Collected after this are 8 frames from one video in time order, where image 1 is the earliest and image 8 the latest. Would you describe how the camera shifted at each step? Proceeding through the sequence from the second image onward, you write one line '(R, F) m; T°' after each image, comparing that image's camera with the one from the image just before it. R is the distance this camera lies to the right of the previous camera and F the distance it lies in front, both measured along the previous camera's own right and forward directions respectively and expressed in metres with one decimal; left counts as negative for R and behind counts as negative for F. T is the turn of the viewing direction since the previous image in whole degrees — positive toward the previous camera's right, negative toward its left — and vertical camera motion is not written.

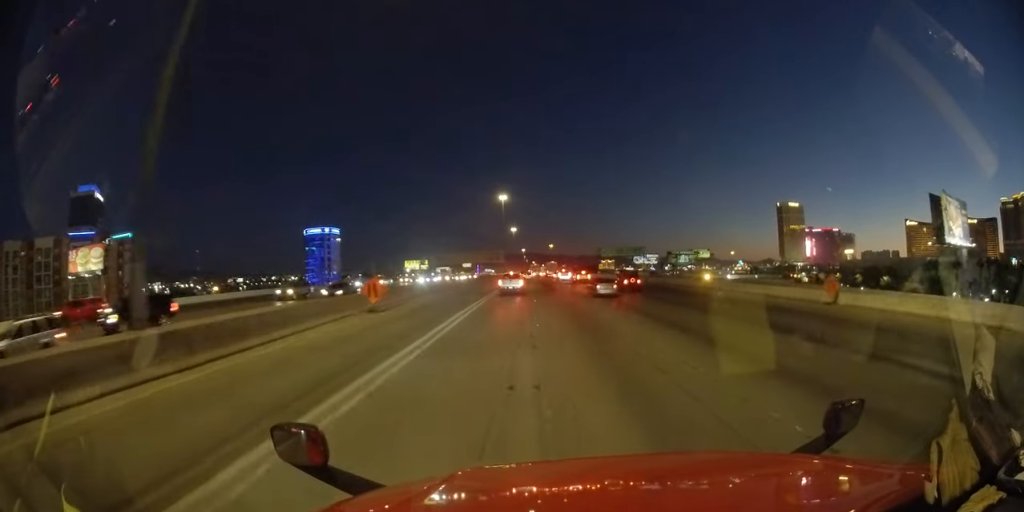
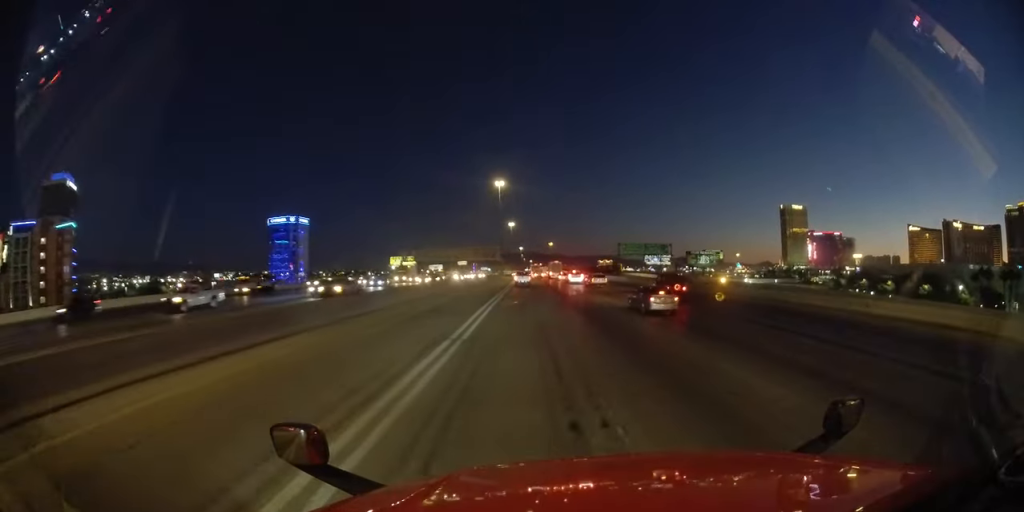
(+0.2, +24.7) m; +1°
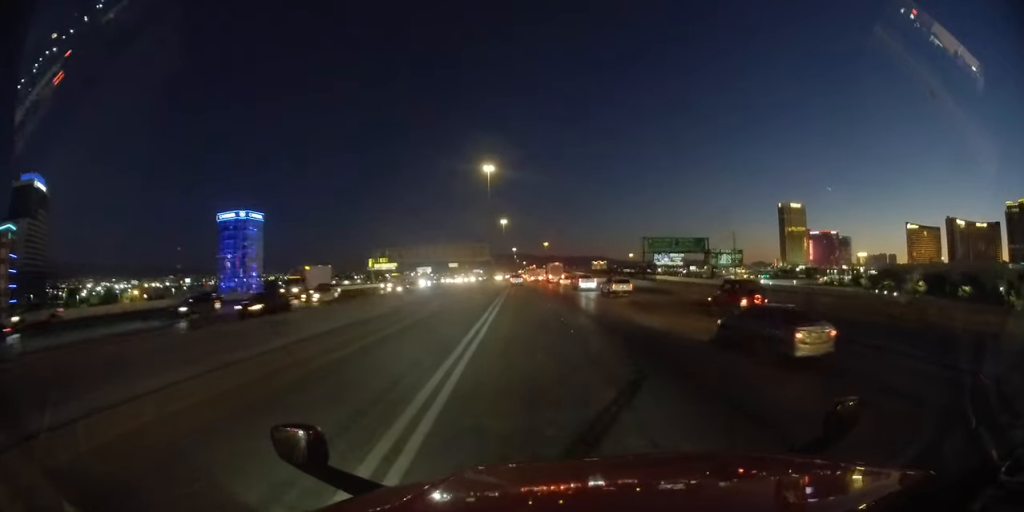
(0.0, +24.4) m; 0°
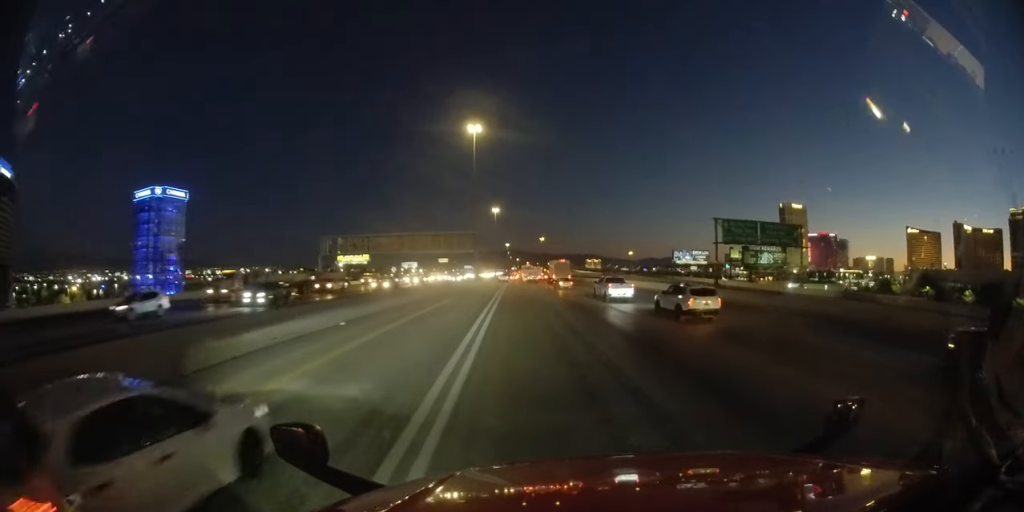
(+0.1, +31.1) m; 0°
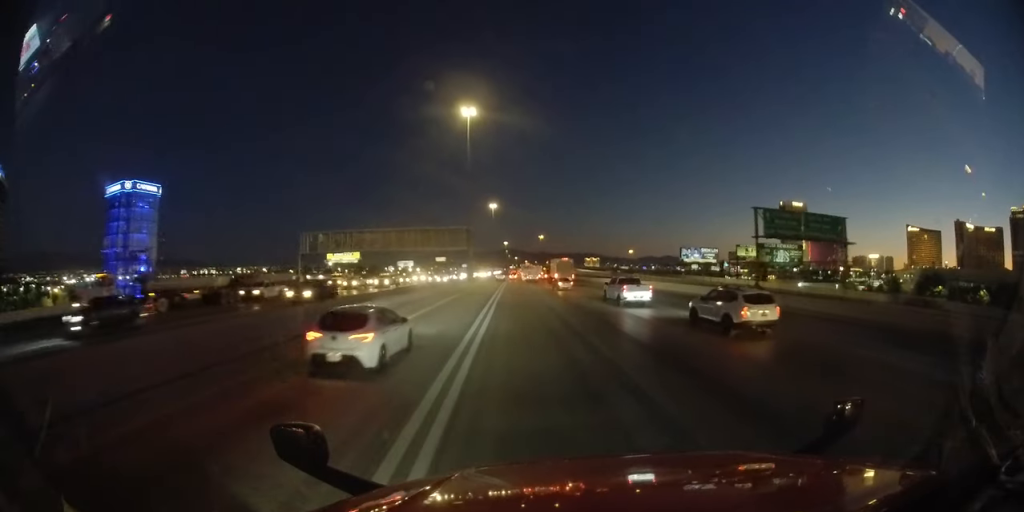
(0.0, +9.0) m; 0°
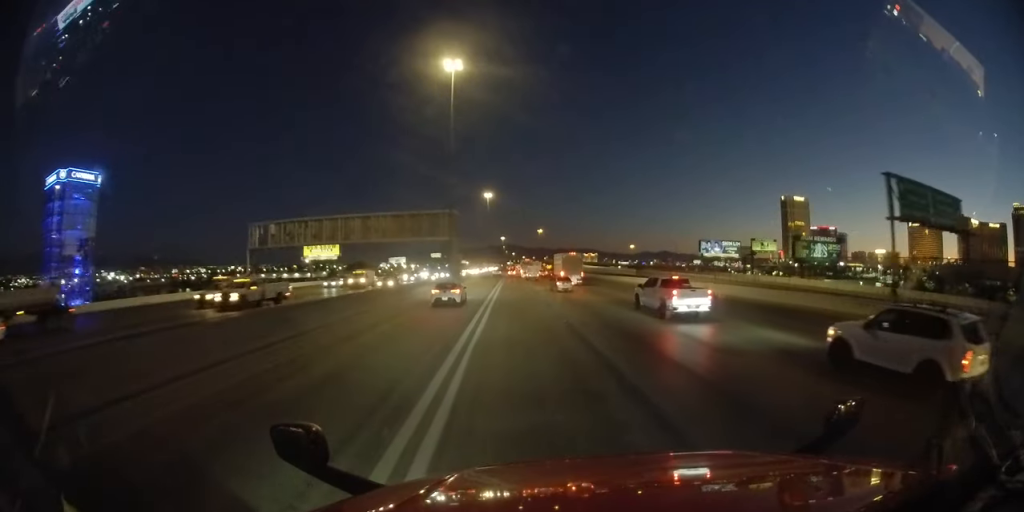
(+0.1, +17.9) m; +1°
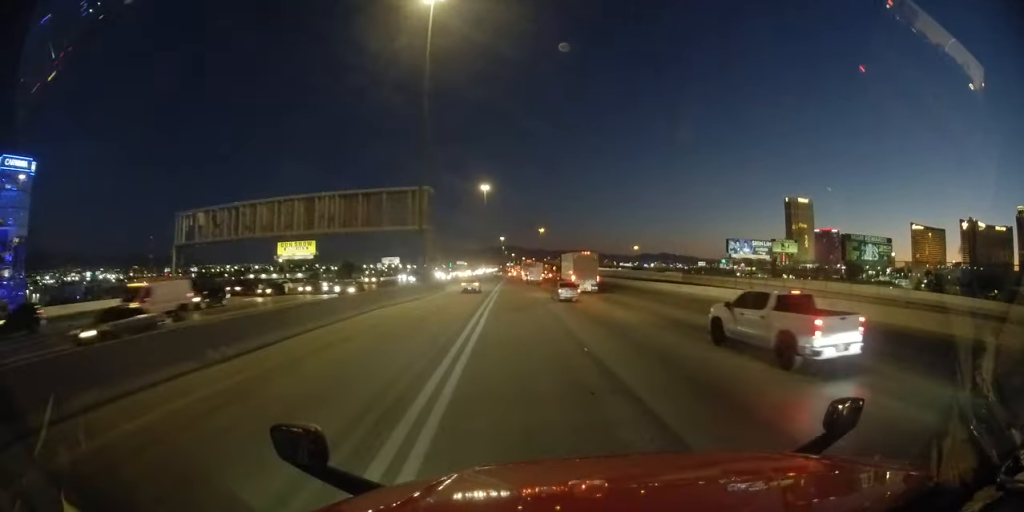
(+0.4, +18.3) m; 0°
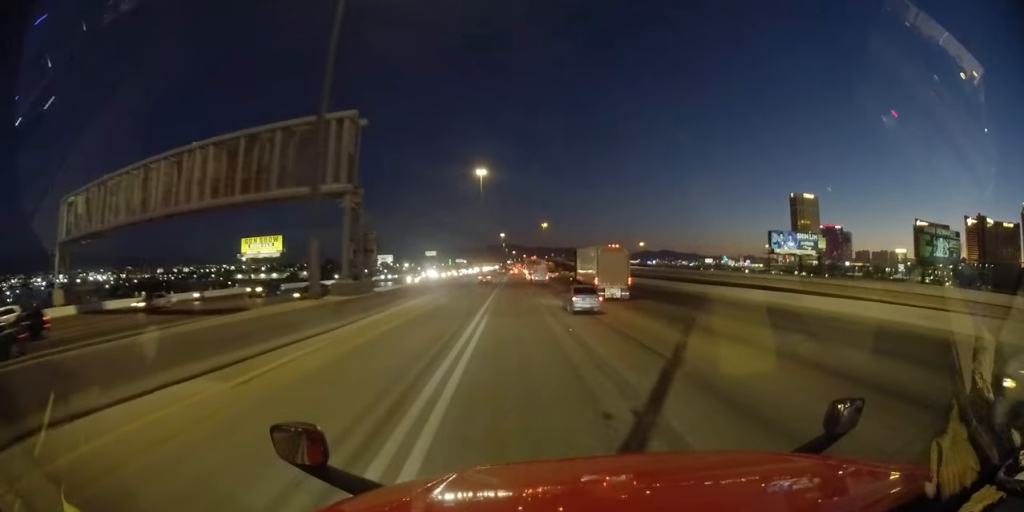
(-0.6, +20.9) m; -2°
